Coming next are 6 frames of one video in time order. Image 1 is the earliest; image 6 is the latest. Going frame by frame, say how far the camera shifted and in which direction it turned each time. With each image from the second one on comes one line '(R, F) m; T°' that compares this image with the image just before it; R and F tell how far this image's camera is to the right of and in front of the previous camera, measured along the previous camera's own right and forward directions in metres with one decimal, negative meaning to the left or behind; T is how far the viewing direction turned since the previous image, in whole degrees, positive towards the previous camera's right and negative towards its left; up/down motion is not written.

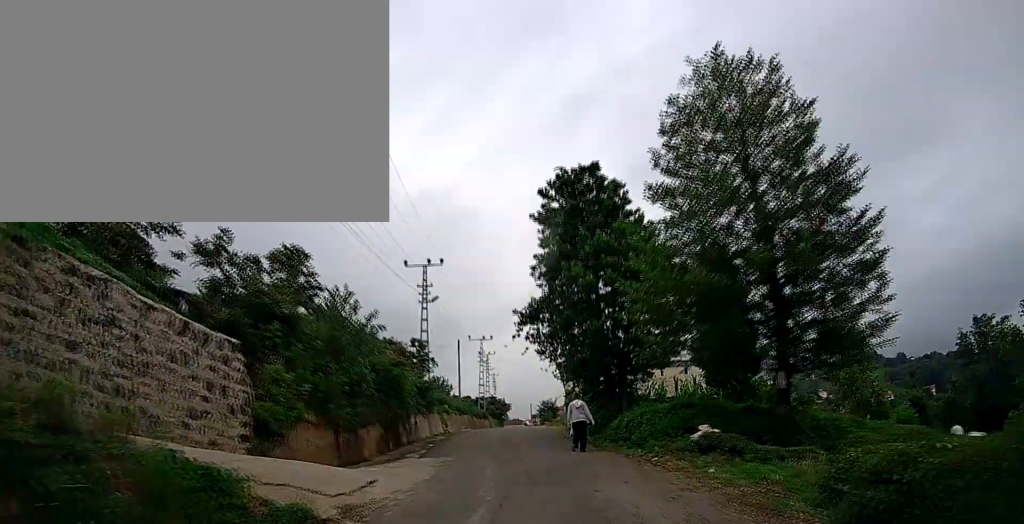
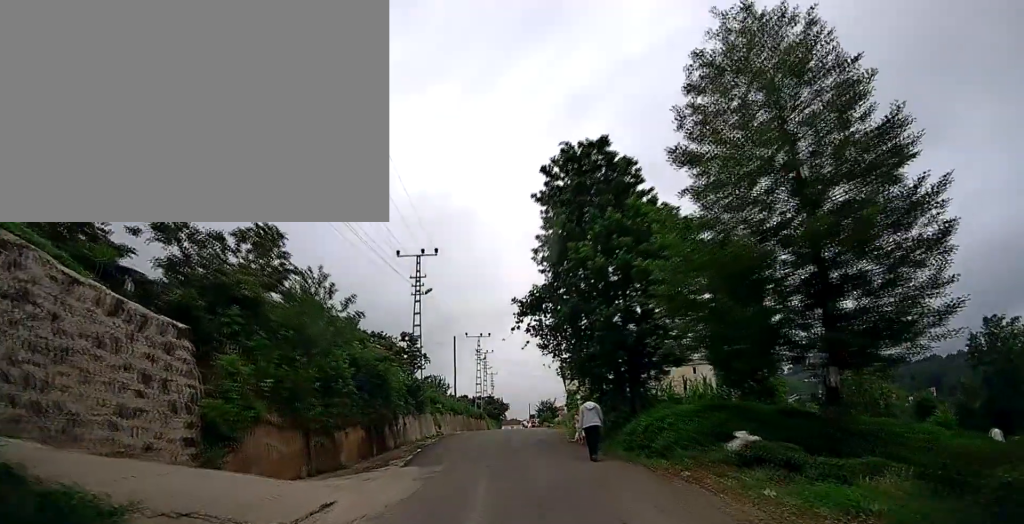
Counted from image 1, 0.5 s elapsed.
(0.0, +2.3) m; -1°
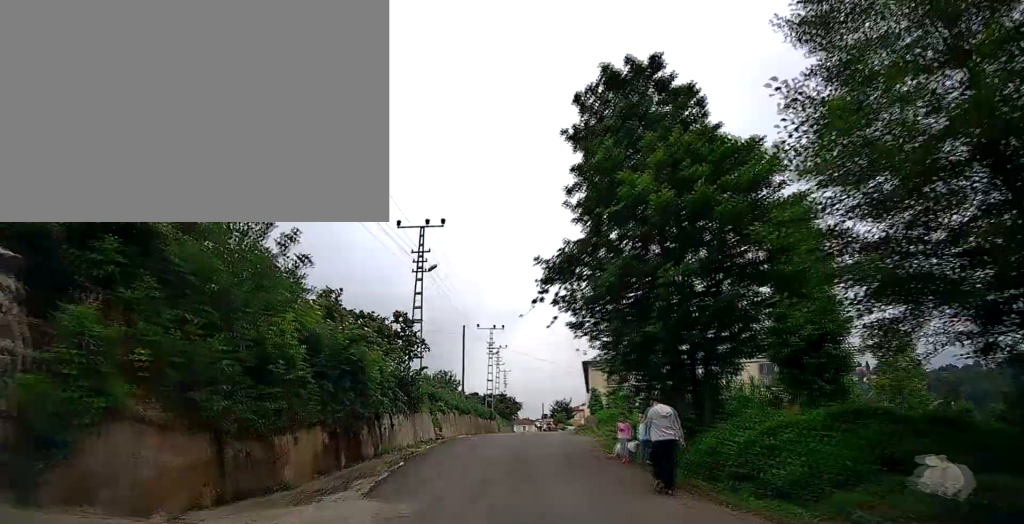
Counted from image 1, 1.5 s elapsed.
(0.0, +5.0) m; -4°
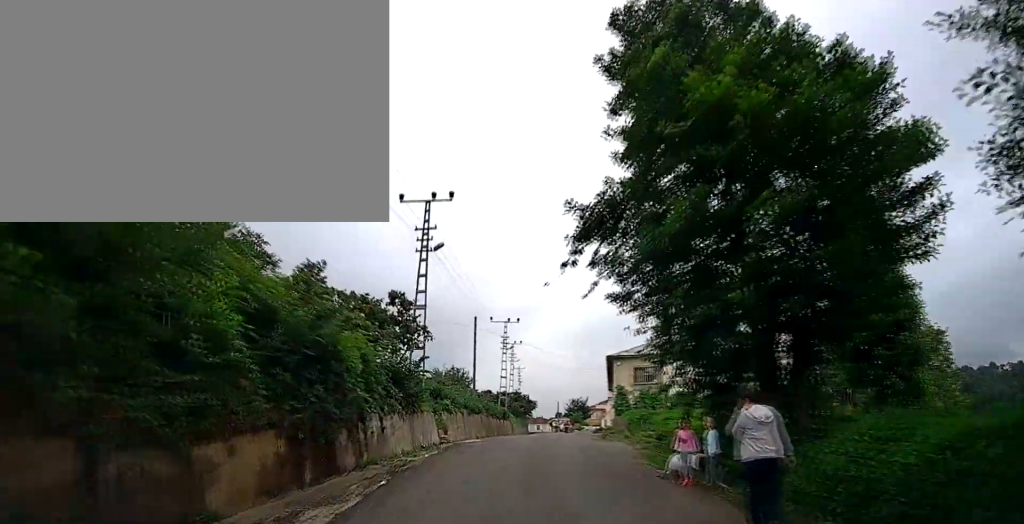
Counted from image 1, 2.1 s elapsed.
(-0.2, +3.6) m; -1°
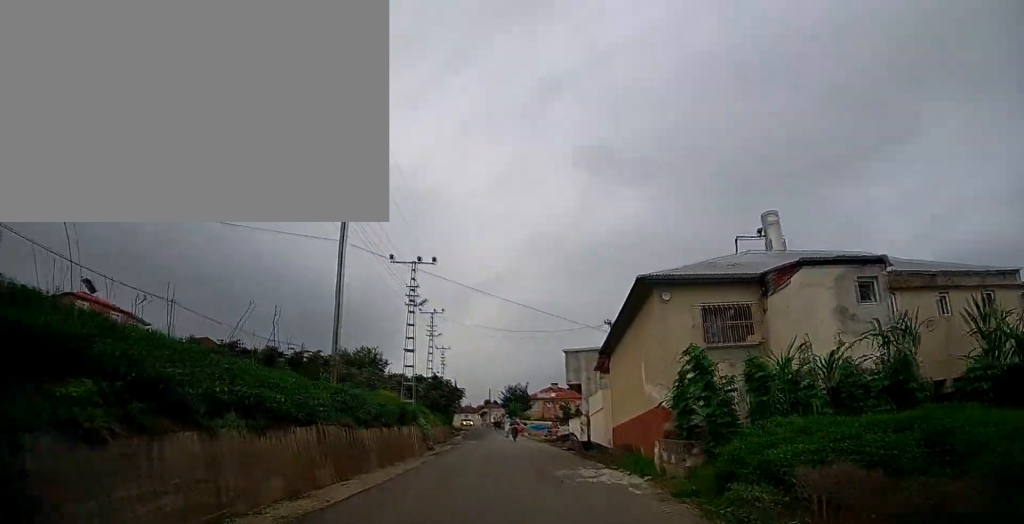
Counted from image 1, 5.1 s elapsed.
(+1.4, +18.1) m; +9°
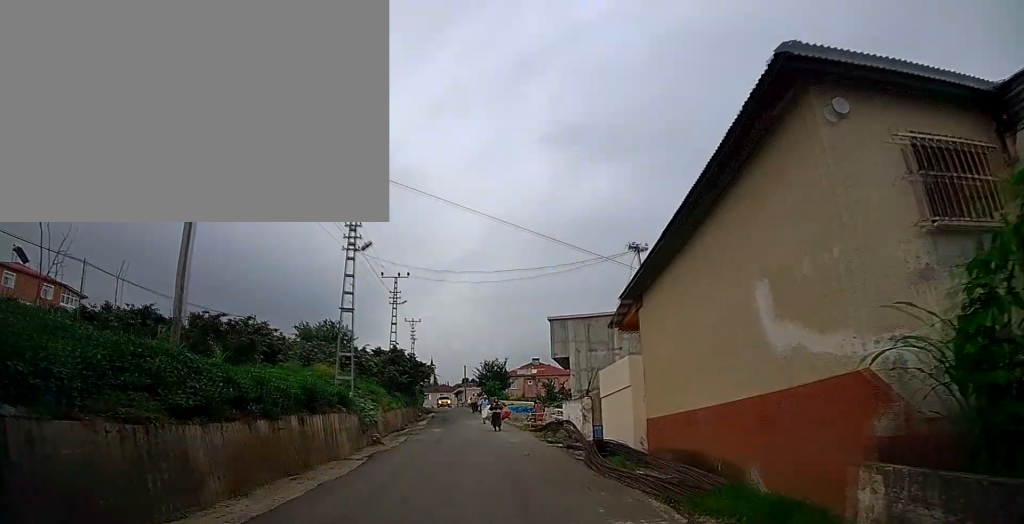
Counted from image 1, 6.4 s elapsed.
(+0.2, +8.0) m; +2°
